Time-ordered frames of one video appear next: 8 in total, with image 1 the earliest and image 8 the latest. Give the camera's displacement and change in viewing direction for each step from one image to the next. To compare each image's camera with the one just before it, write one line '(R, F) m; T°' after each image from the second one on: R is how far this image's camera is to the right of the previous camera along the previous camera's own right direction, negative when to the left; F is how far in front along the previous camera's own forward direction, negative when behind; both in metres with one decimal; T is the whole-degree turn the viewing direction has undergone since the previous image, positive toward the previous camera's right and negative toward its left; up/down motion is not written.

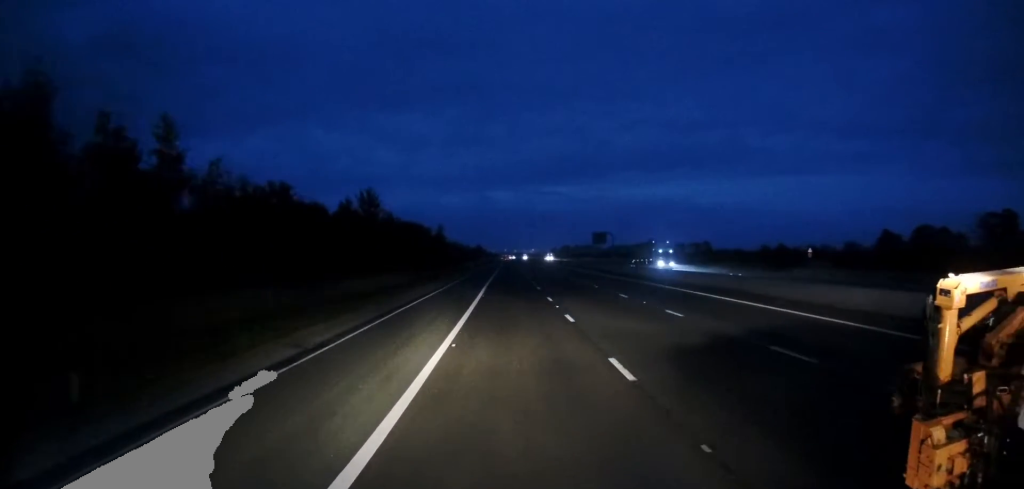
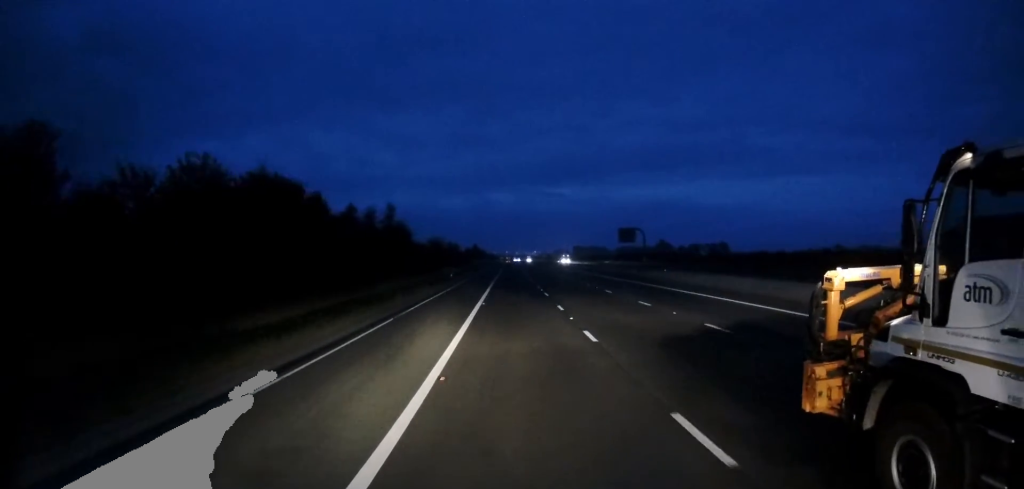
(0.0, +39.7) m; 0°
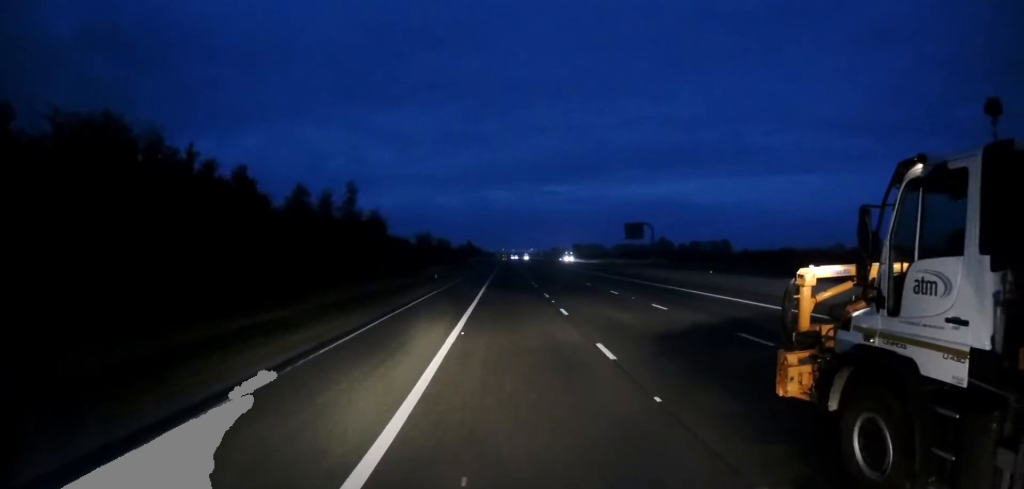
(0.0, +11.8) m; 0°
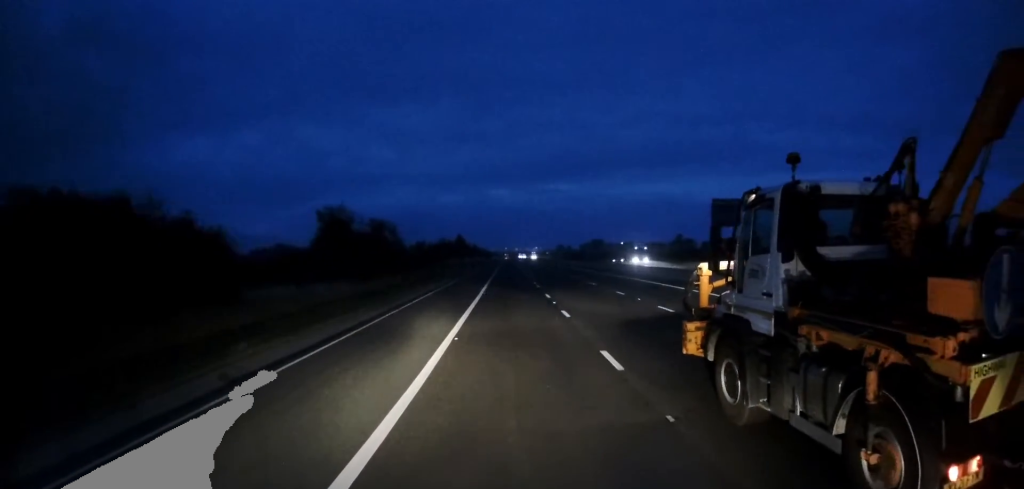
(0.0, +54.7) m; 0°
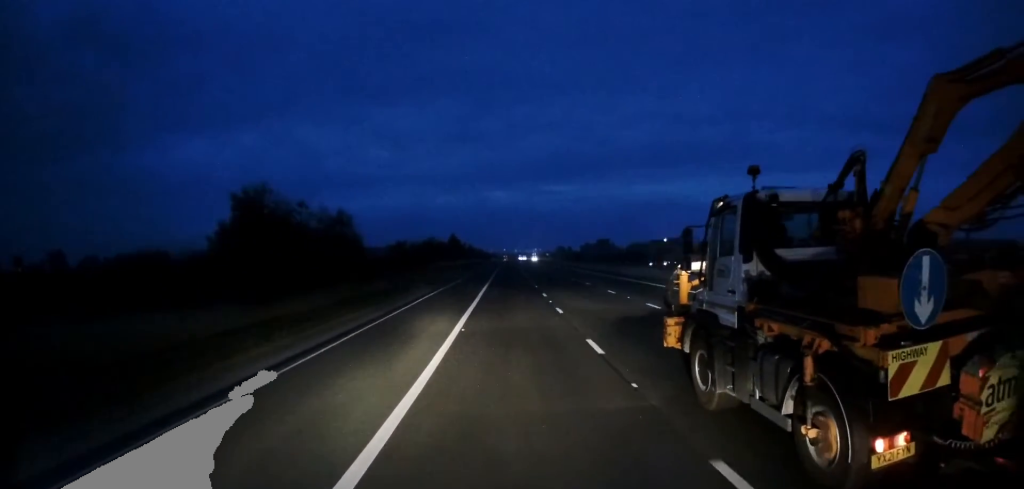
(0.0, +15.9) m; 0°
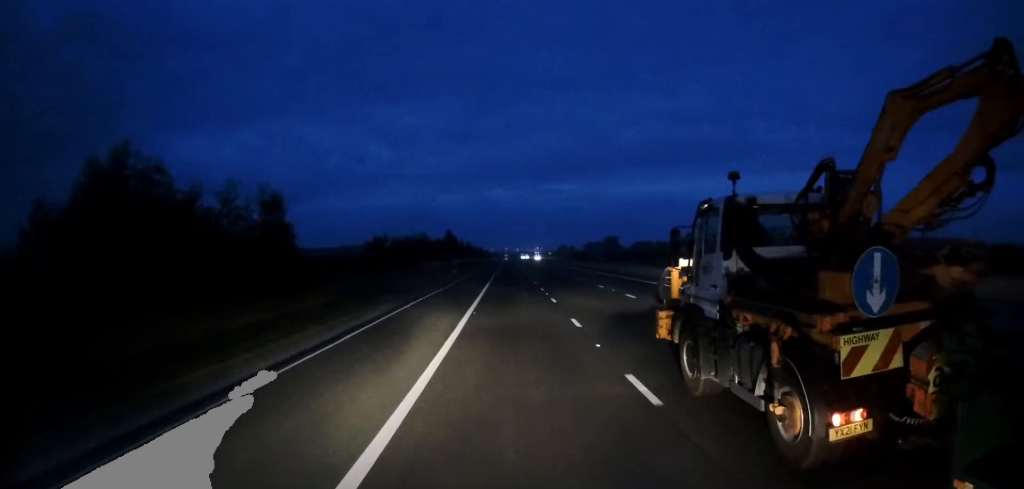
(0.0, +13.5) m; 0°
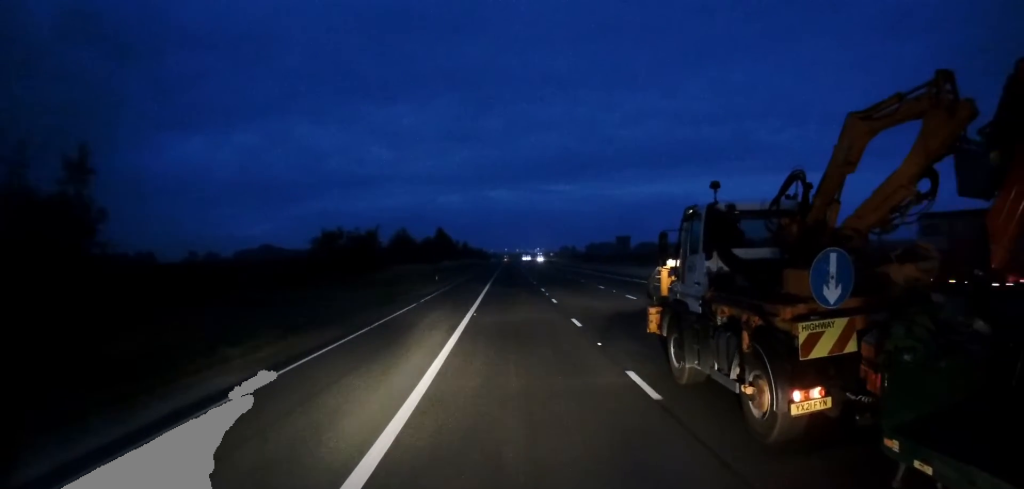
(-0.2, +17.4) m; 0°
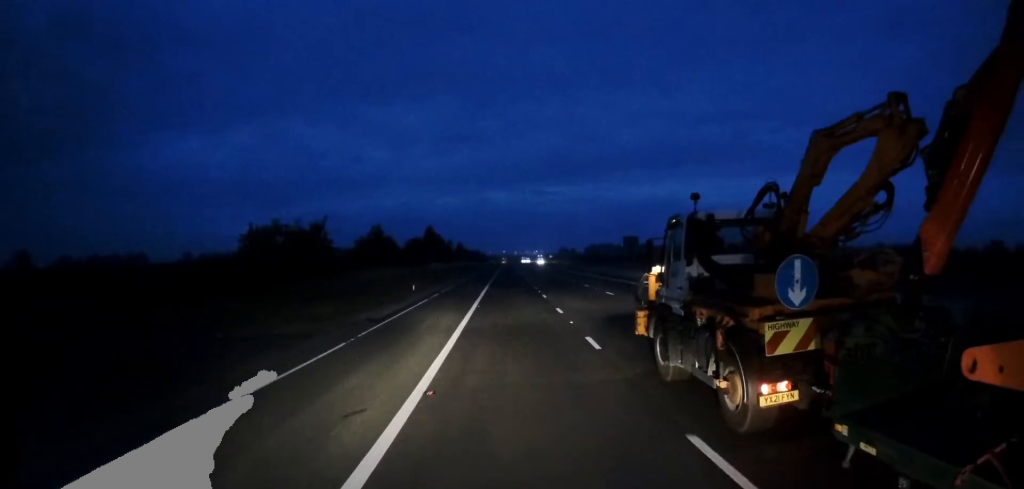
(+0.2, +12.7) m; 0°
